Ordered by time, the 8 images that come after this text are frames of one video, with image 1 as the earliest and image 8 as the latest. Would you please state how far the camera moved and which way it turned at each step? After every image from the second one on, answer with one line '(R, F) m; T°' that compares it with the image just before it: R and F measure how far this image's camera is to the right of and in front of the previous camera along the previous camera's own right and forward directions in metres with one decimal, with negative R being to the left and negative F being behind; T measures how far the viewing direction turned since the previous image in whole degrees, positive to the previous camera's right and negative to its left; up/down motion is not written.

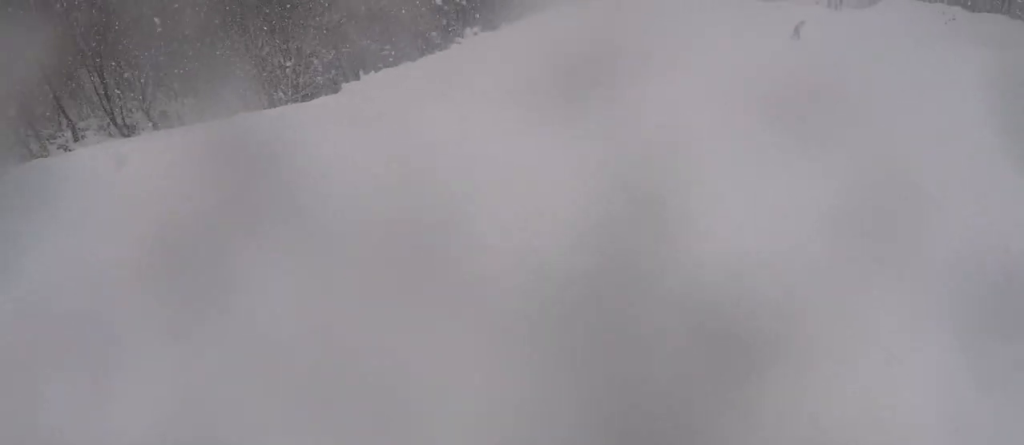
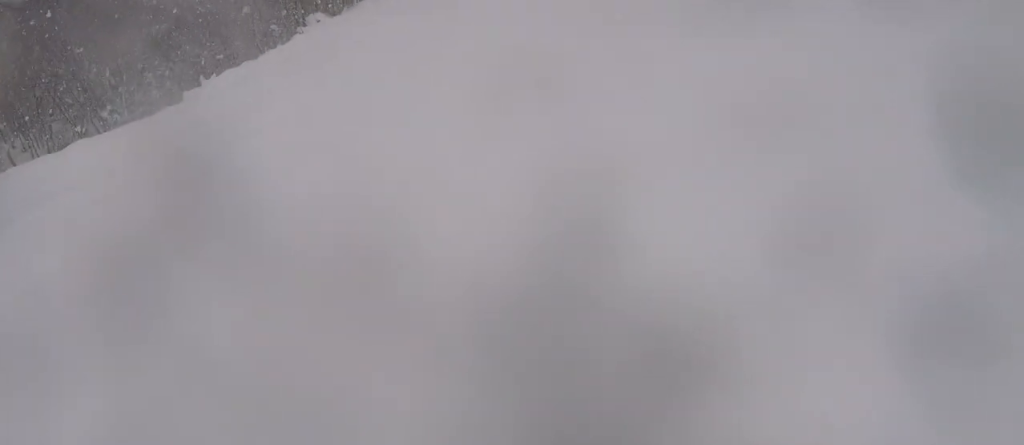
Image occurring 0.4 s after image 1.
(+1.1, +2.3) m; +15°
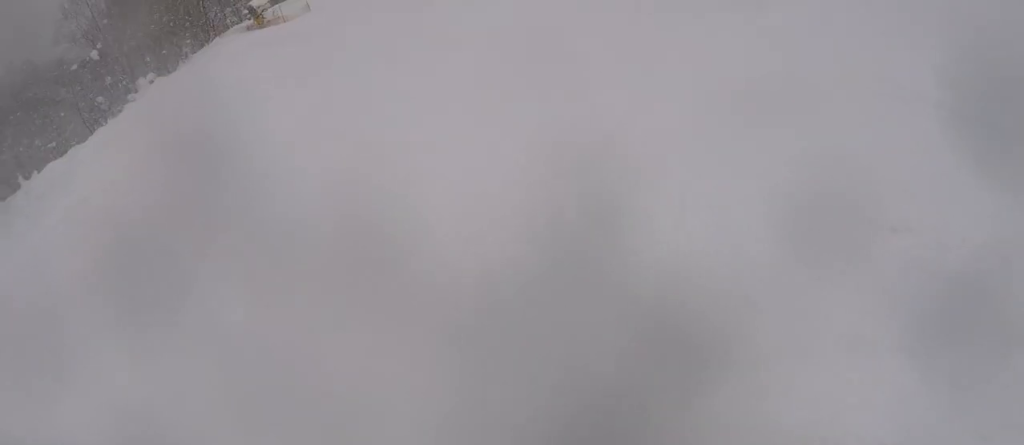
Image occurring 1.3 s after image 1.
(+1.5, +5.2) m; +23°
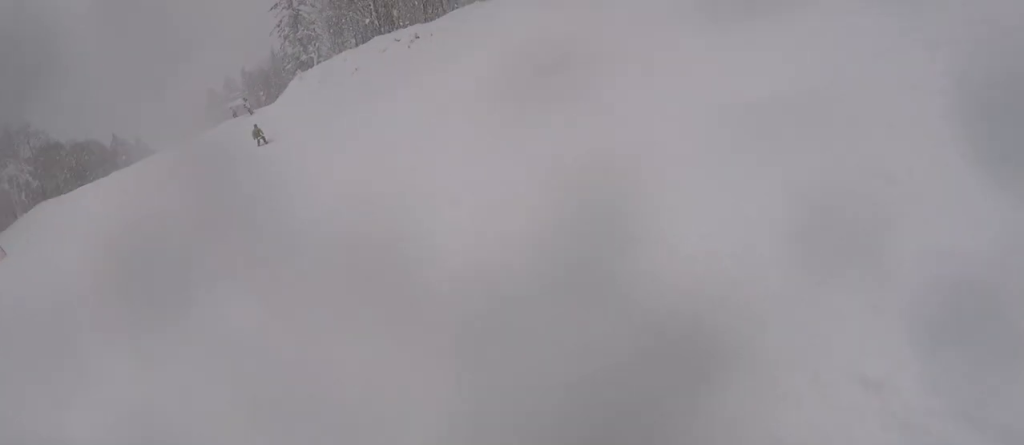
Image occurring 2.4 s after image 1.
(+1.0, +7.2) m; +17°
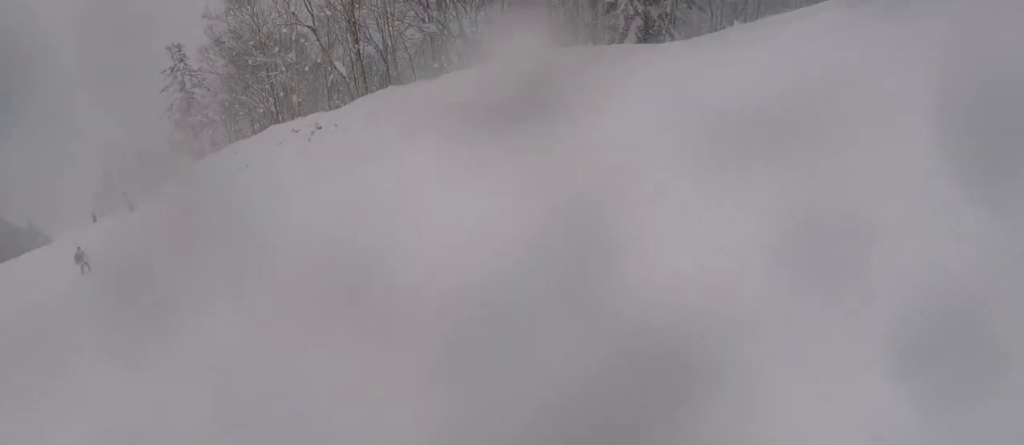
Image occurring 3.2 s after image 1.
(+0.7, +5.8) m; +7°
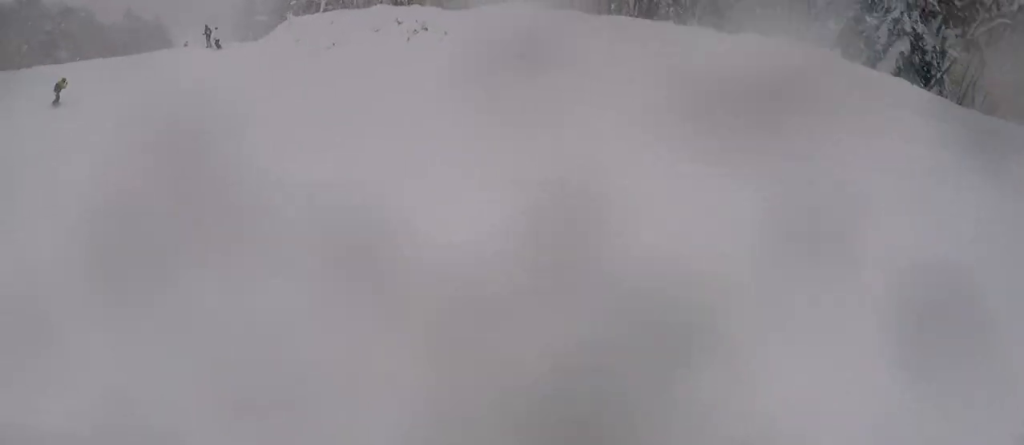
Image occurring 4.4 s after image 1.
(0.0, +8.6) m; -13°
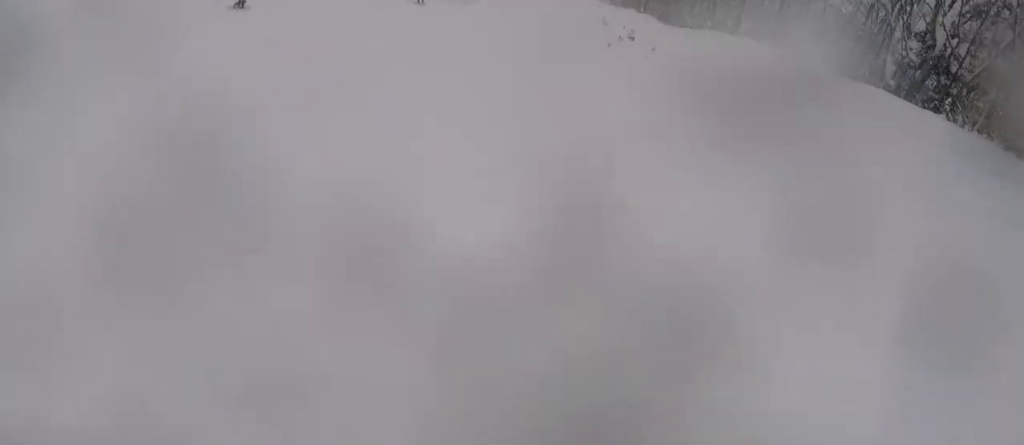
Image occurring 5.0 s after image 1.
(-0.1, +4.2) m; -13°
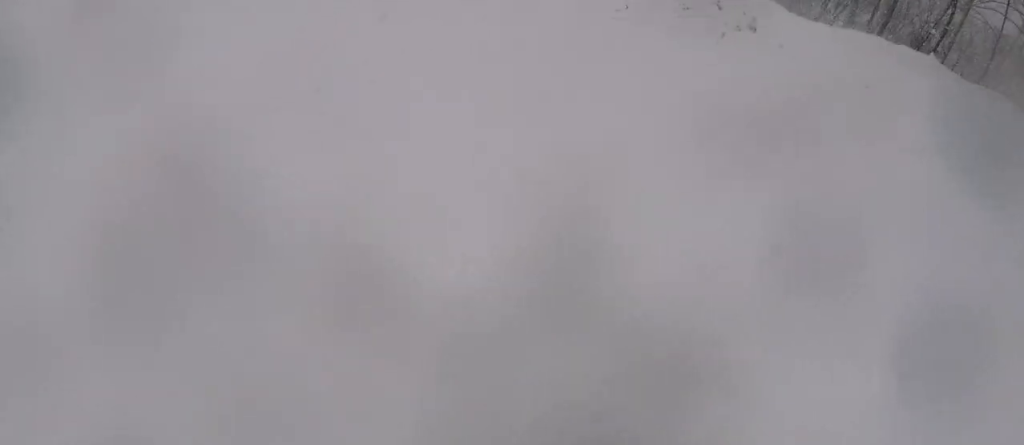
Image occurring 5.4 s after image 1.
(-0.8, +3.4) m; -12°
